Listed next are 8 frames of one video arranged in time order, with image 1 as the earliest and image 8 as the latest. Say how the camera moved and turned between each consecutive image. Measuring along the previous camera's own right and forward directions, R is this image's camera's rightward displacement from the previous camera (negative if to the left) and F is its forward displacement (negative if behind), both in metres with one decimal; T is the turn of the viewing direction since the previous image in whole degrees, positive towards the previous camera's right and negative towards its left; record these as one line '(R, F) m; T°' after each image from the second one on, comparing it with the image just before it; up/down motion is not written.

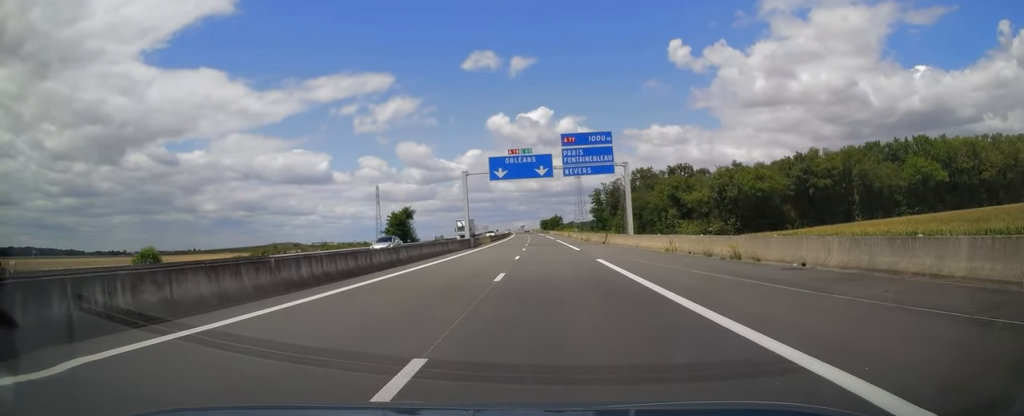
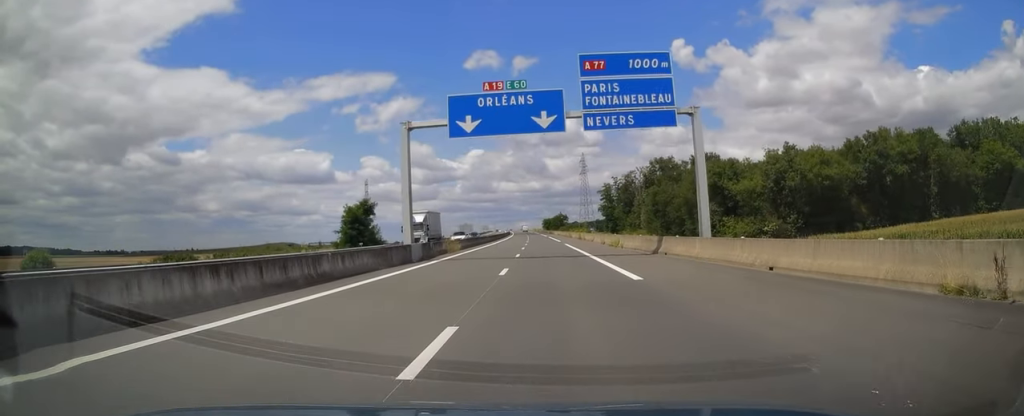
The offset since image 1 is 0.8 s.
(0.0, +23.9) m; 0°
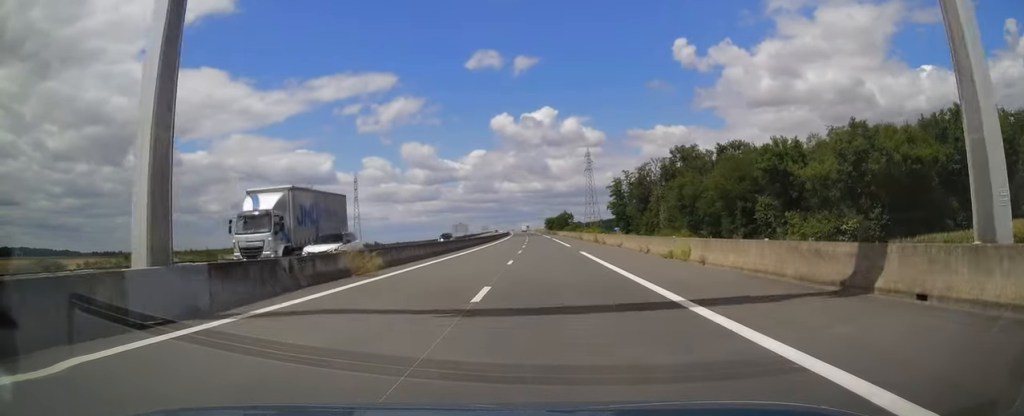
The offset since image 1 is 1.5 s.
(+0.1, +20.0) m; -1°
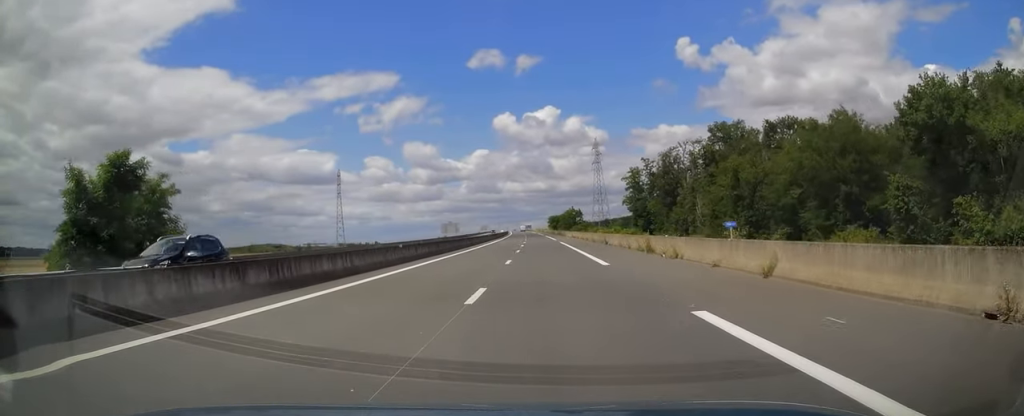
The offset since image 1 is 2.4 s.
(-0.4, +26.3) m; -1°
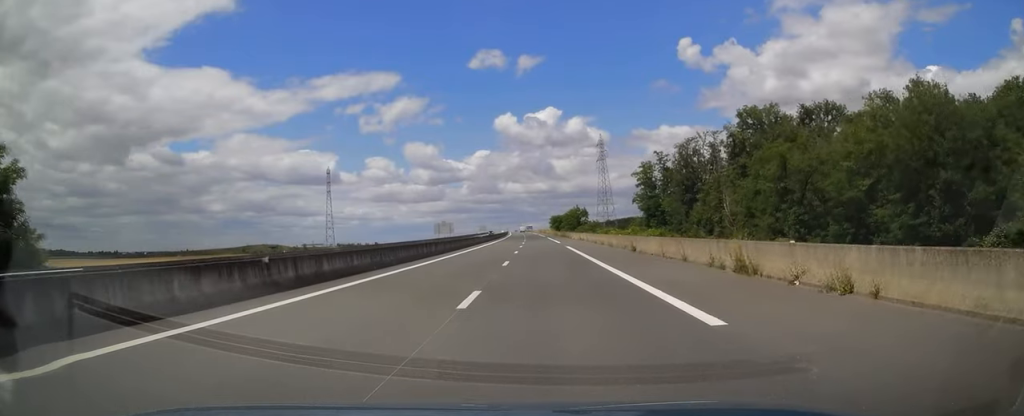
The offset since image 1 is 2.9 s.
(0.0, +13.6) m; 0°
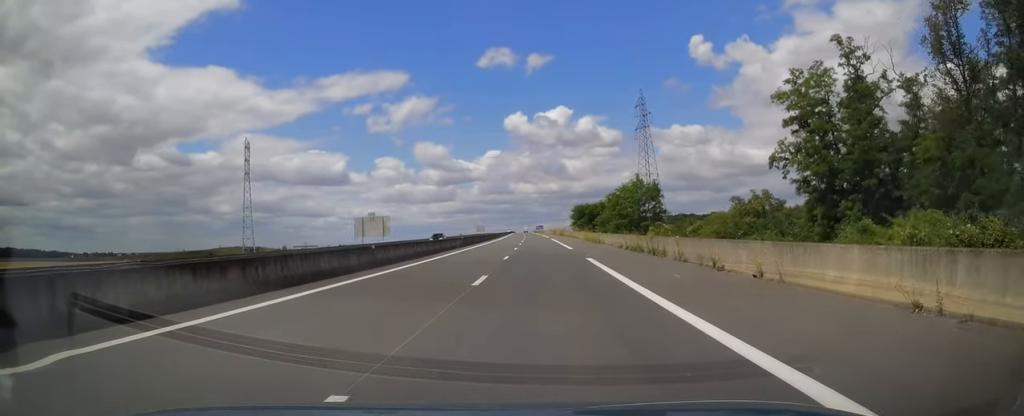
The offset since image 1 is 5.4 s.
(-0.9, +73.4) m; -1°
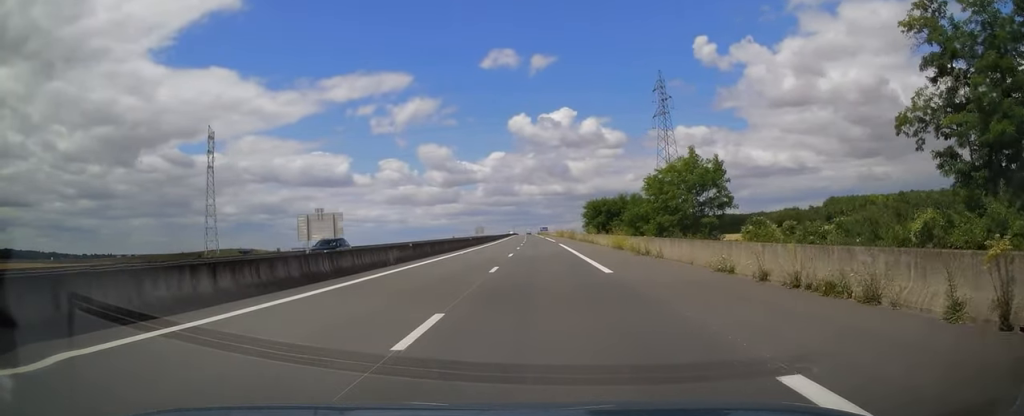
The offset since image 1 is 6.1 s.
(+0.2, +21.0) m; 0°
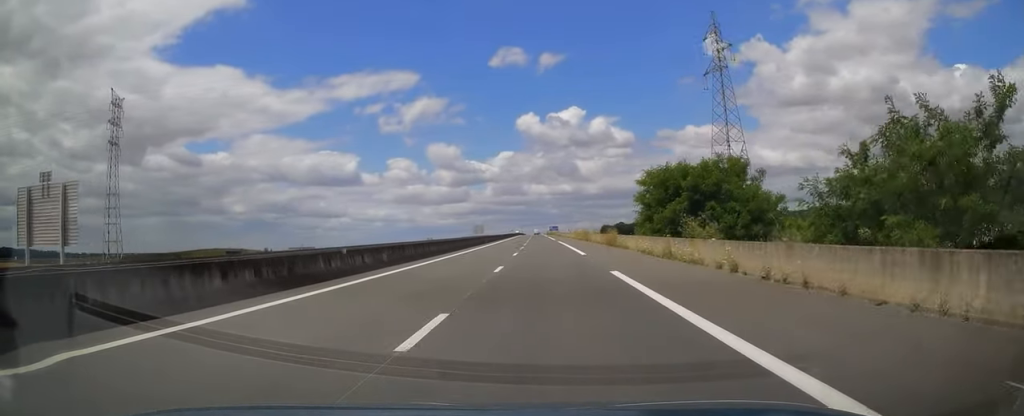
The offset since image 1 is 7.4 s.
(-0.2, +39.0) m; -1°
